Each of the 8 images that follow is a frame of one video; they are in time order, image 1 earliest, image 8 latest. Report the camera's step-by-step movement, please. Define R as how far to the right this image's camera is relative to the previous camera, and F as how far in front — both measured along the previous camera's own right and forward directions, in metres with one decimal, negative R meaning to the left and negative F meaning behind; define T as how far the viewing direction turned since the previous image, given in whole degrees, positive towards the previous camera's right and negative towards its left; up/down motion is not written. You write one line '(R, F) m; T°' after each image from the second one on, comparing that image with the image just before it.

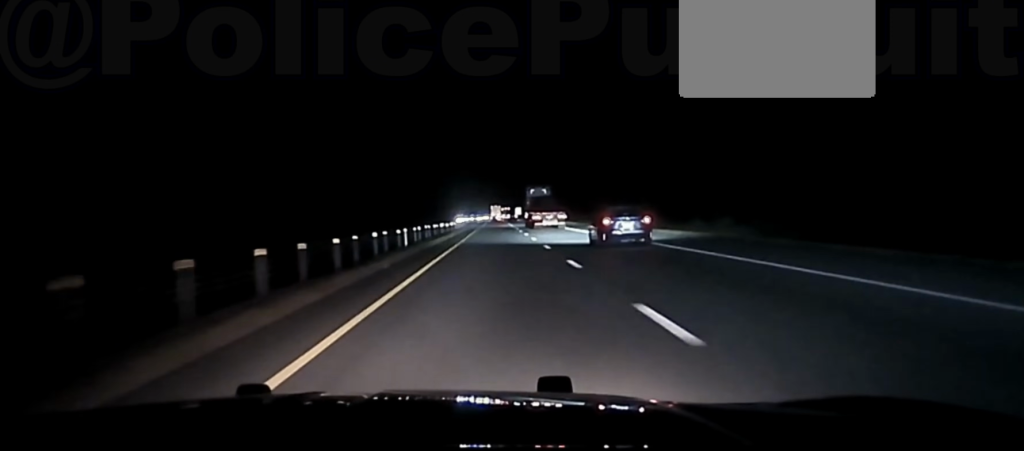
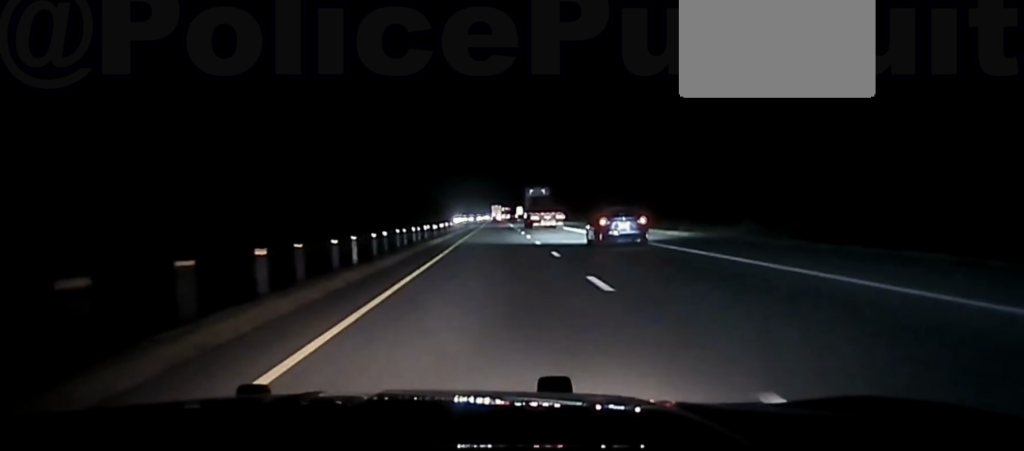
(-0.1, +19.9) m; 0°
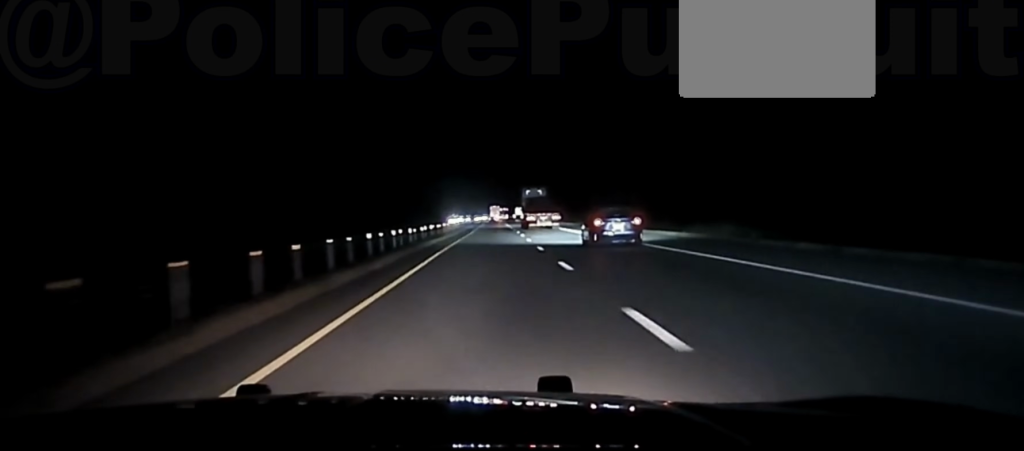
(-0.1, +18.7) m; -1°
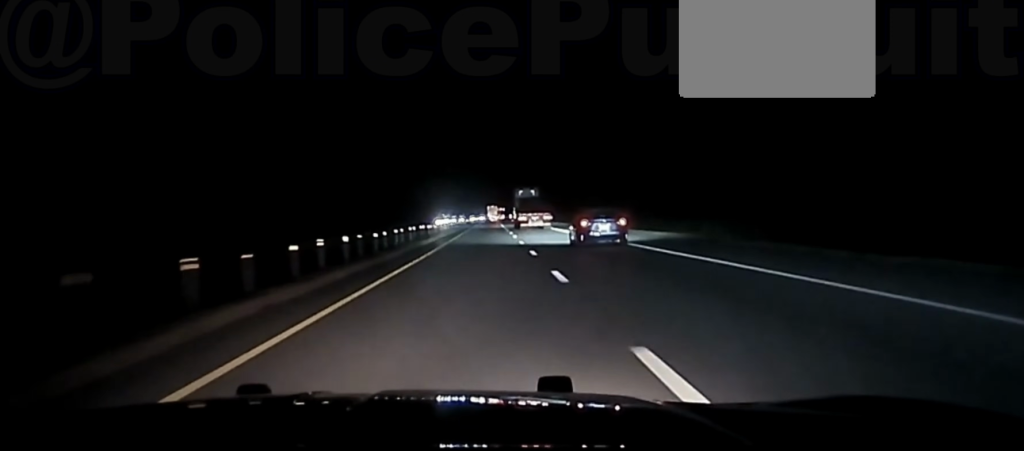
(-0.1, +39.6) m; 0°
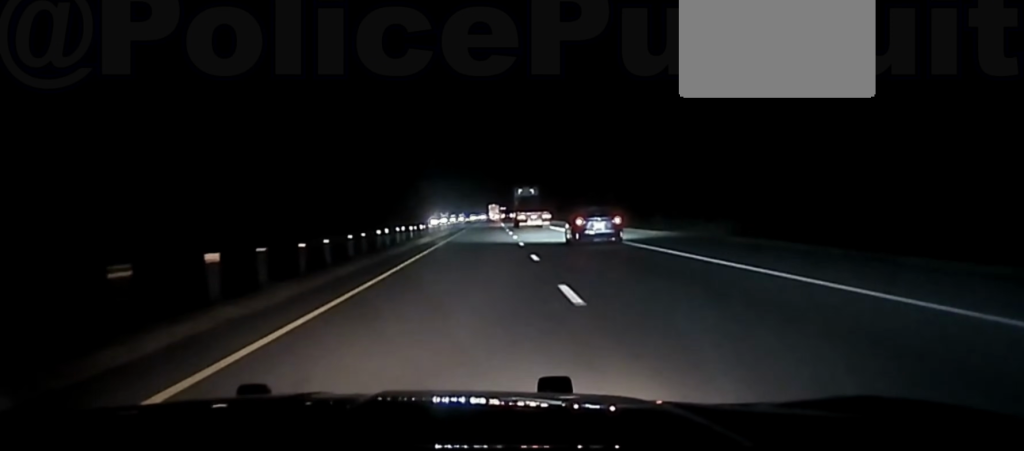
(0.0, +16.1) m; 0°
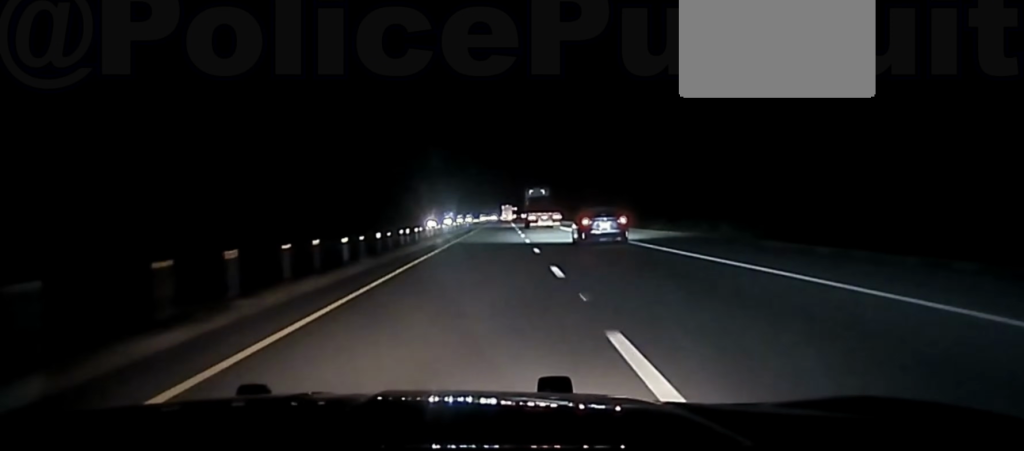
(0.0, +29.6) m; 0°
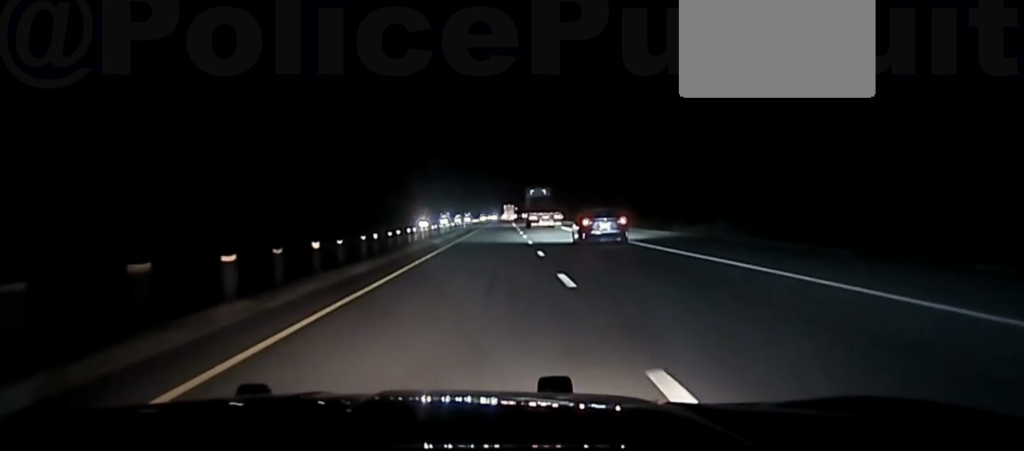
(0.0, +13.6) m; 0°
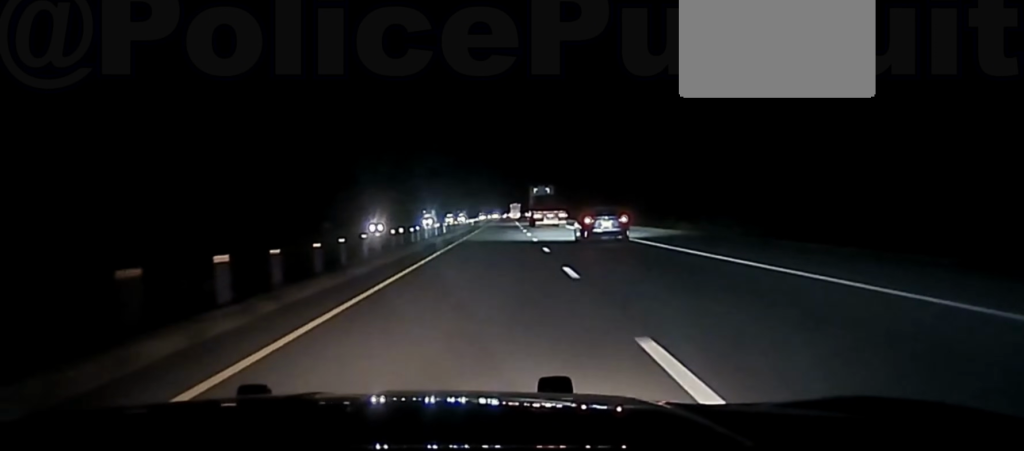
(-0.2, +43.1) m; -1°
